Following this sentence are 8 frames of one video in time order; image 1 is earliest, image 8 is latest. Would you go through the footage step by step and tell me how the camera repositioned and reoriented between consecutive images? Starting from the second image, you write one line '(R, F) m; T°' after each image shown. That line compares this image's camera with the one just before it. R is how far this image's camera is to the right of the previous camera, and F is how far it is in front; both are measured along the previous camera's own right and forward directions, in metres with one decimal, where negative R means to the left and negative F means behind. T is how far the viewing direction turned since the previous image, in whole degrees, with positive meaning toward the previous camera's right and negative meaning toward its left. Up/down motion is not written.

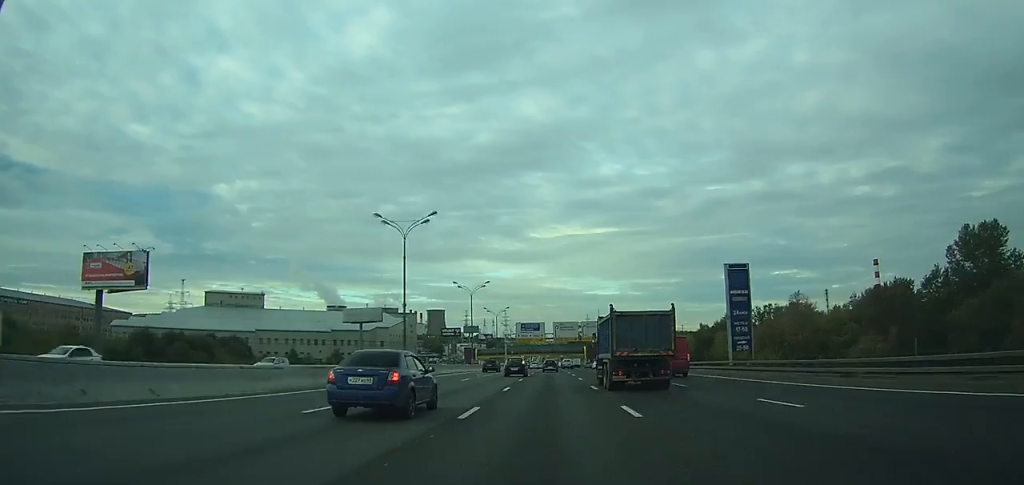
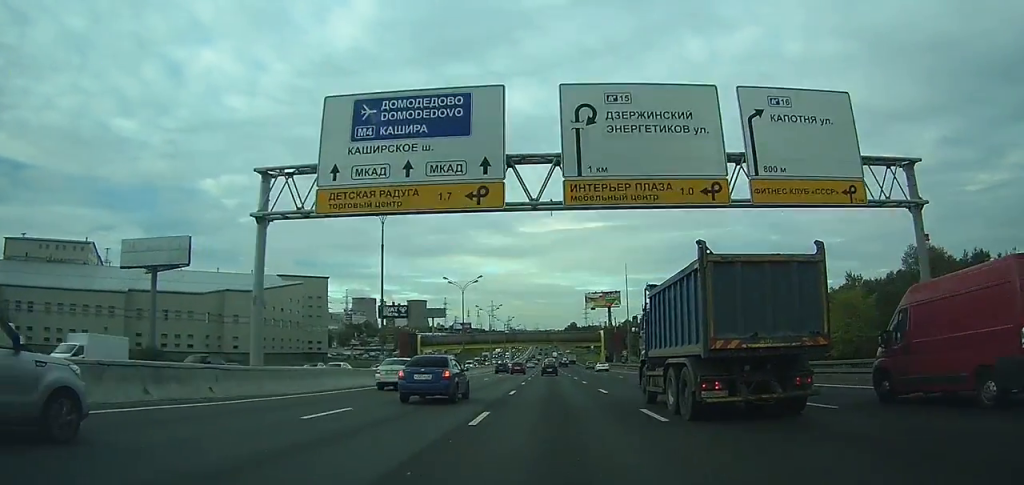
(+0.9, +127.0) m; +1°
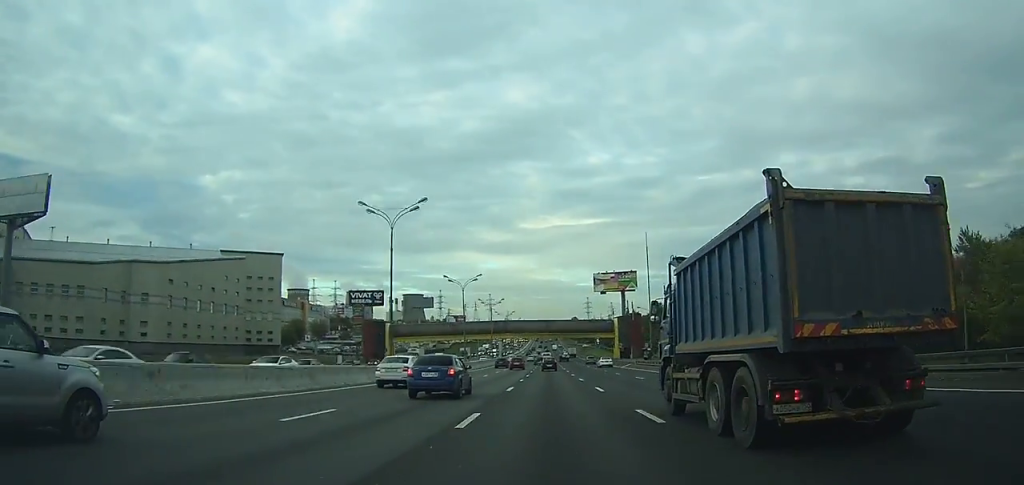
(0.0, +35.6) m; 0°
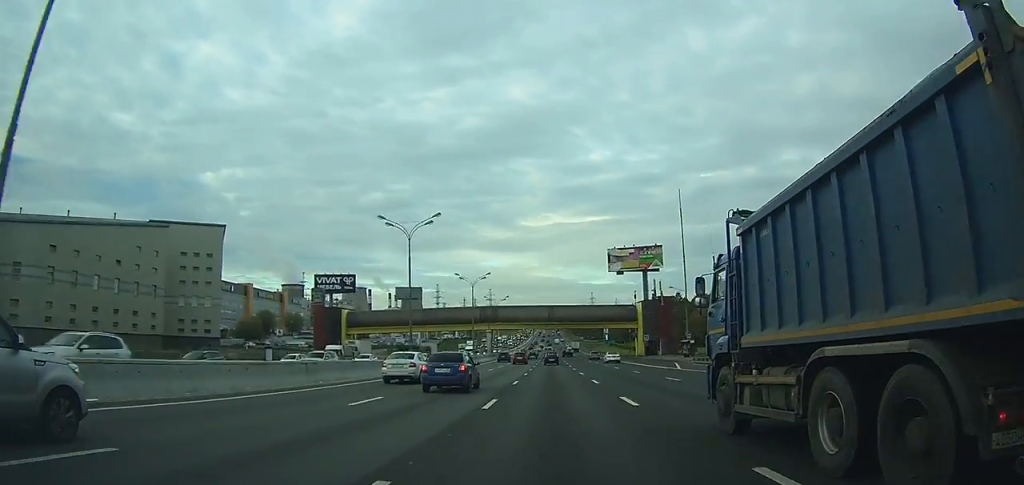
(0.0, +31.8) m; 0°
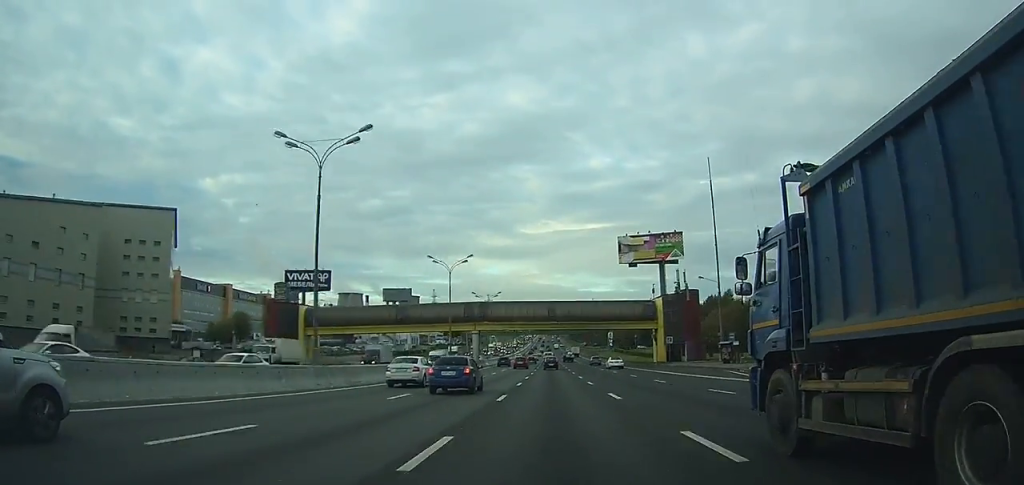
(0.0, +19.0) m; 0°
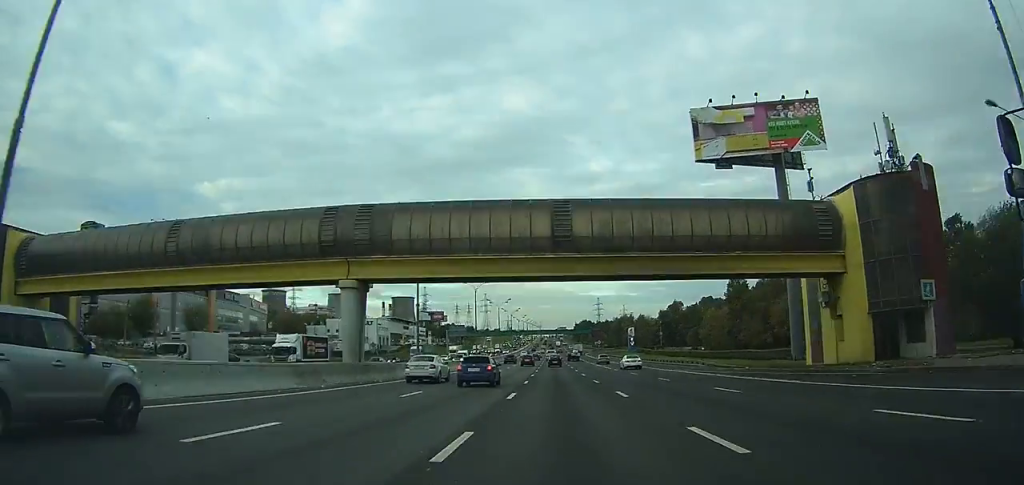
(0.0, +57.6) m; 0°
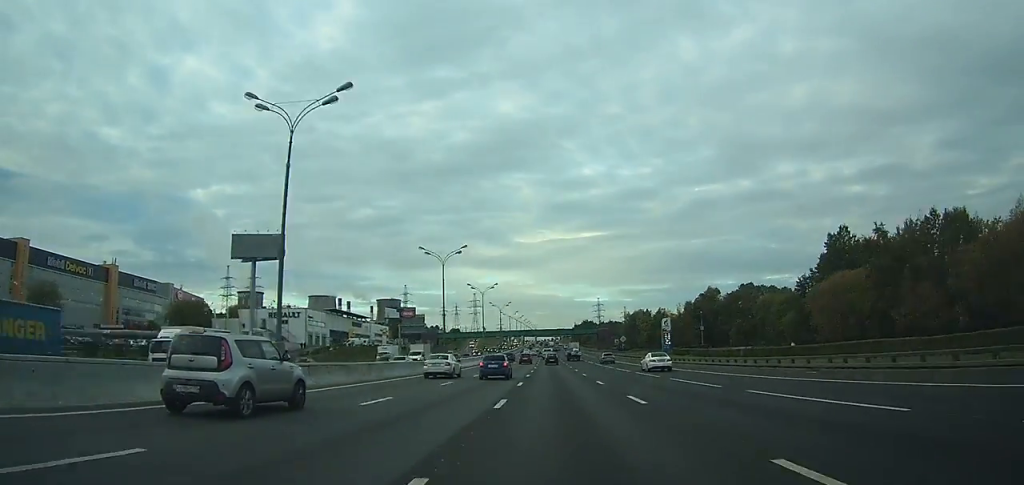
(+0.1, +66.2) m; 0°
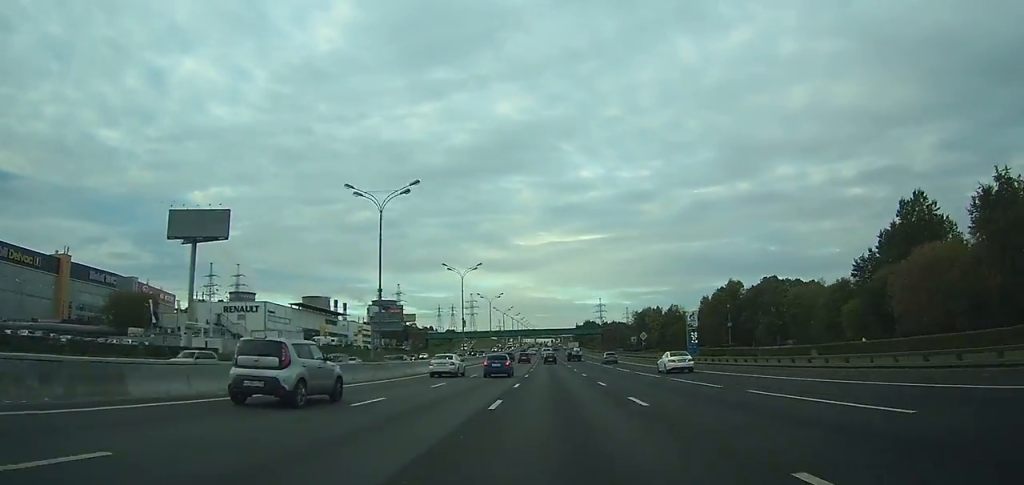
(0.0, +24.5) m; 0°
